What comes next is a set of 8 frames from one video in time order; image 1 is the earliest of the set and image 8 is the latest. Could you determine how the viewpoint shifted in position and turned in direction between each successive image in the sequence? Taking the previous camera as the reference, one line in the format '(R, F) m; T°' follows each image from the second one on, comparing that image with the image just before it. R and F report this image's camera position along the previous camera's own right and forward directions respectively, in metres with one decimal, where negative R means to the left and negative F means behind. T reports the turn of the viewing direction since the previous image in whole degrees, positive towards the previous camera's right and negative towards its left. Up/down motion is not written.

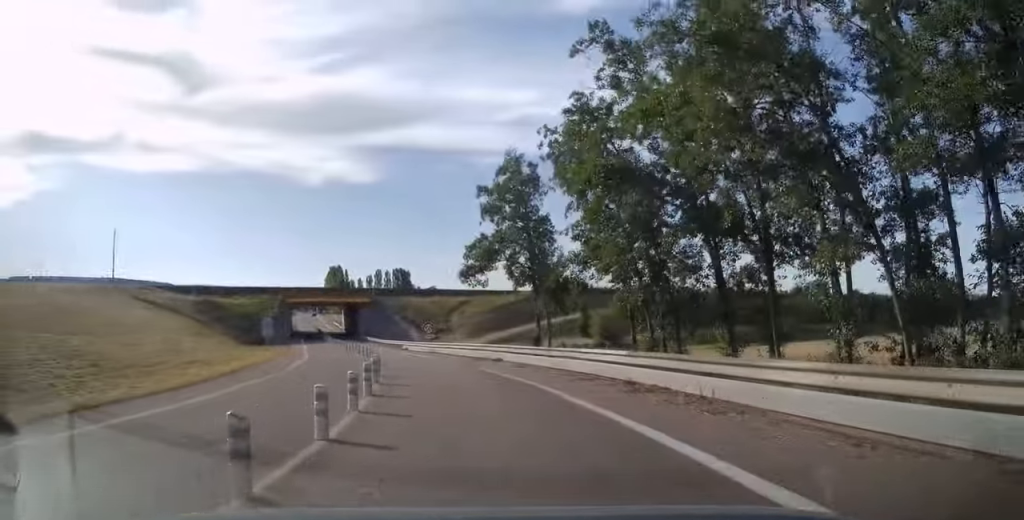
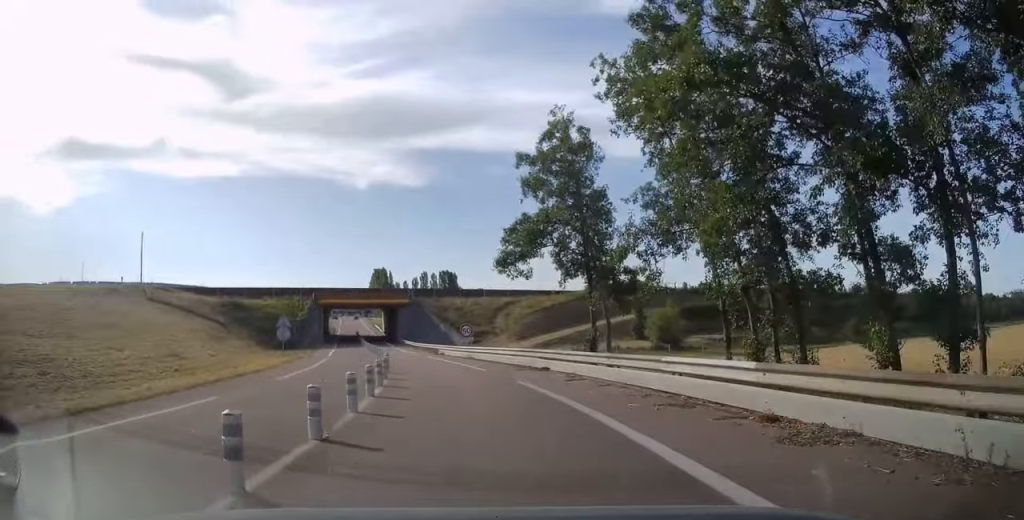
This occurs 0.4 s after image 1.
(-0.3, +6.0) m; -5°
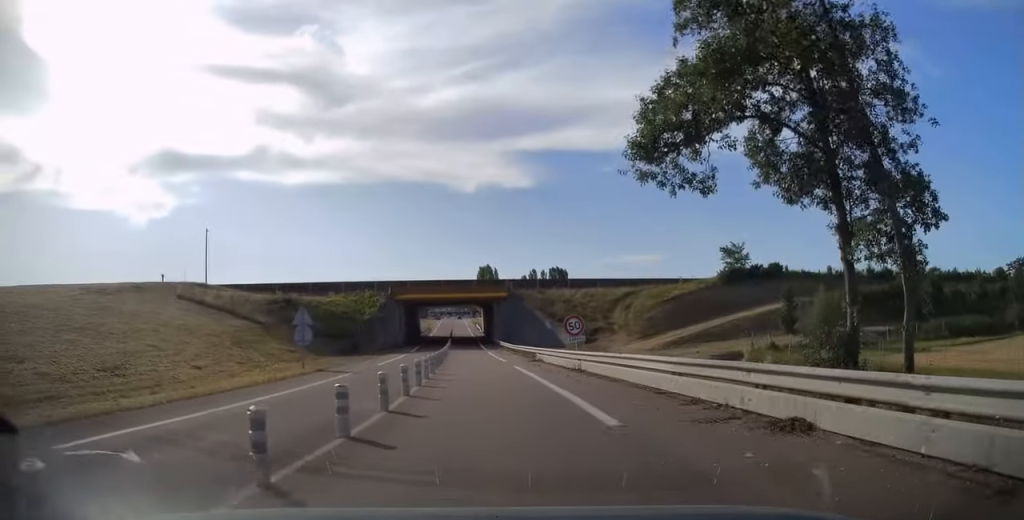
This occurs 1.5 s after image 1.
(-1.6, +14.8) m; -11°
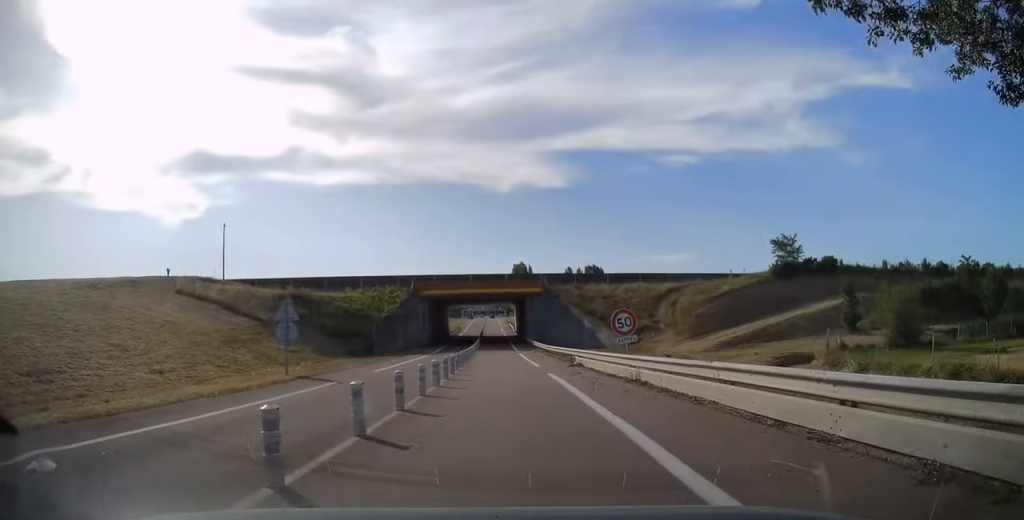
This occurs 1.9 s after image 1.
(-0.2, +6.1) m; -4°
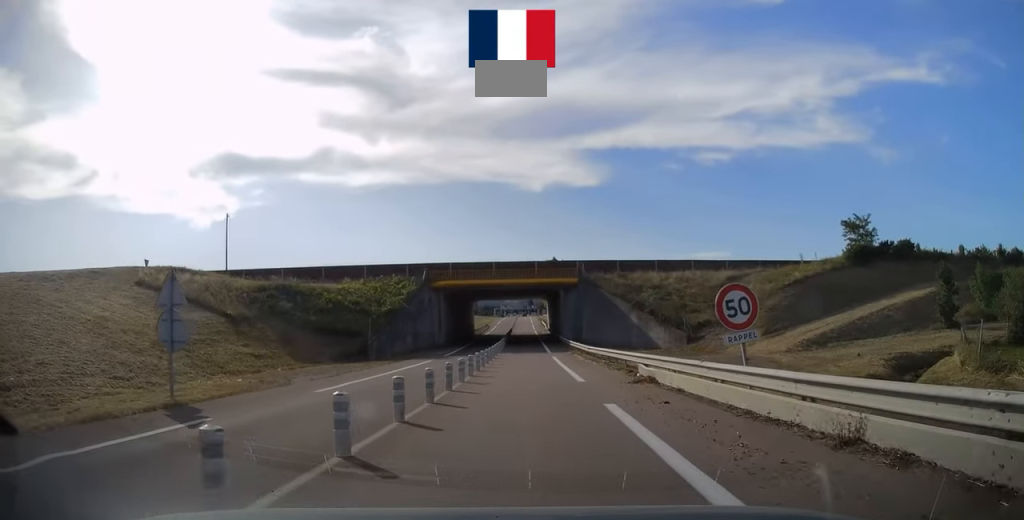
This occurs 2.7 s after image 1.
(-0.5, +10.4) m; -5°
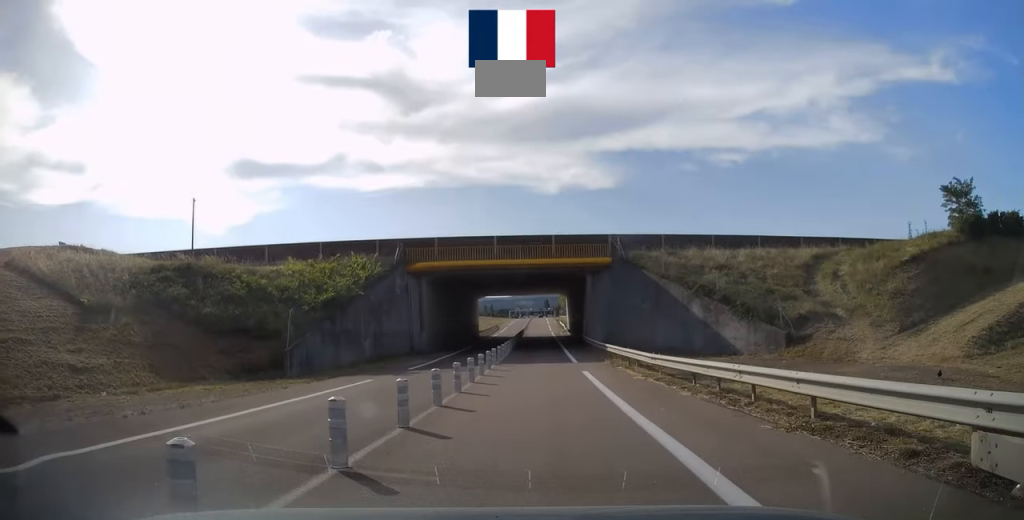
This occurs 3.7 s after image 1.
(-0.9, +15.4) m; -6°
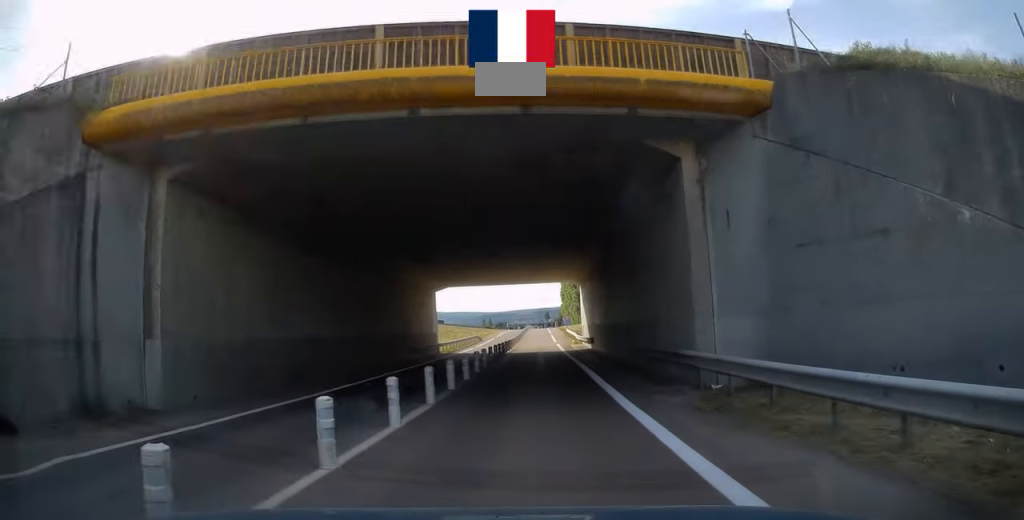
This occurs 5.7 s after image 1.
(-0.7, +29.7) m; -1°
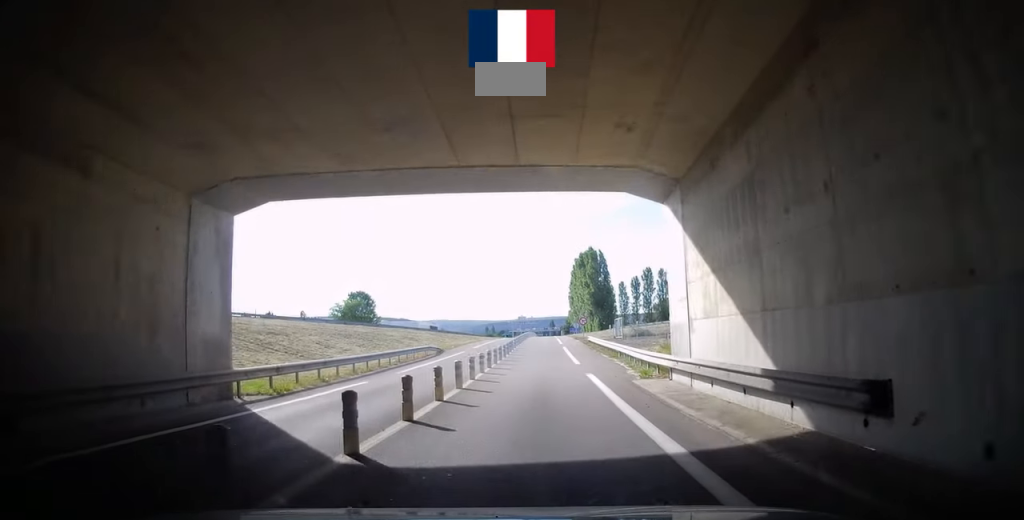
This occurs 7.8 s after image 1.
(-0.1, +31.8) m; -1°
